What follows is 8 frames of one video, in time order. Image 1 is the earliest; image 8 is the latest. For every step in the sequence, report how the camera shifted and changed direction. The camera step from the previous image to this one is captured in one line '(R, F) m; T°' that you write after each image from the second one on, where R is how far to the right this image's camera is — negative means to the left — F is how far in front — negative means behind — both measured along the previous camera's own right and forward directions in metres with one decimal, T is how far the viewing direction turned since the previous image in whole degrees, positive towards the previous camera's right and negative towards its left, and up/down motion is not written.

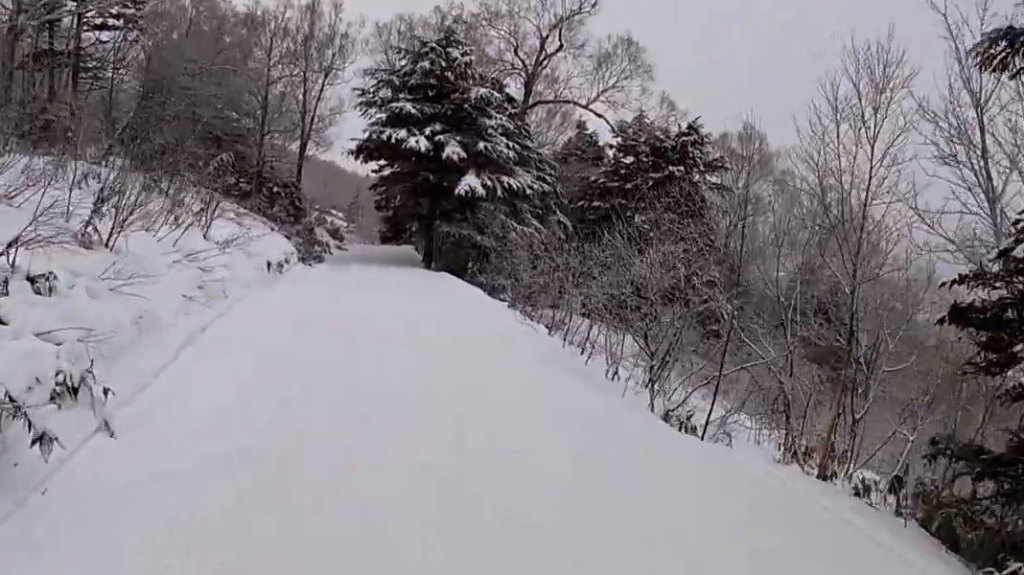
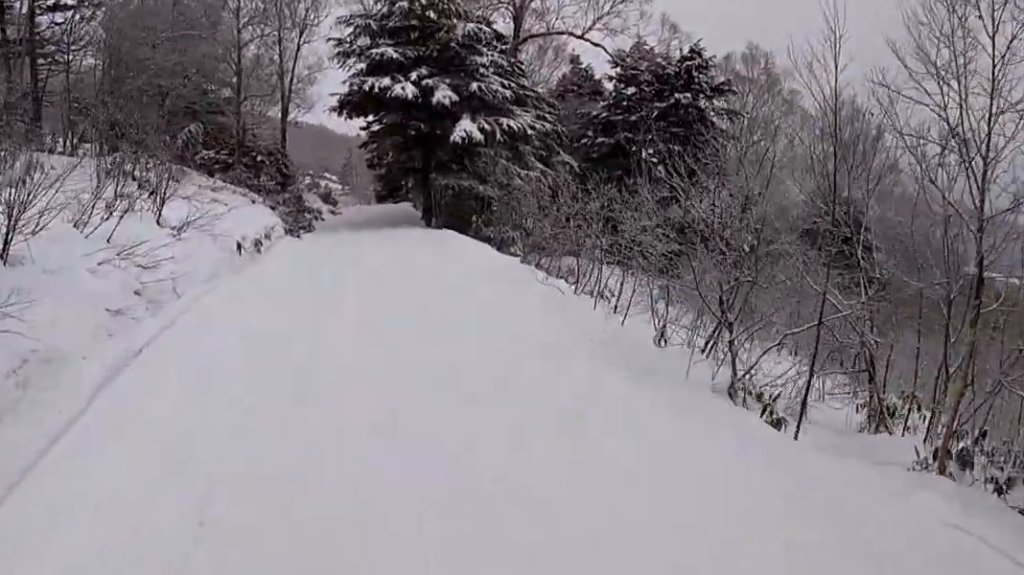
(+0.6, +2.1) m; +5°
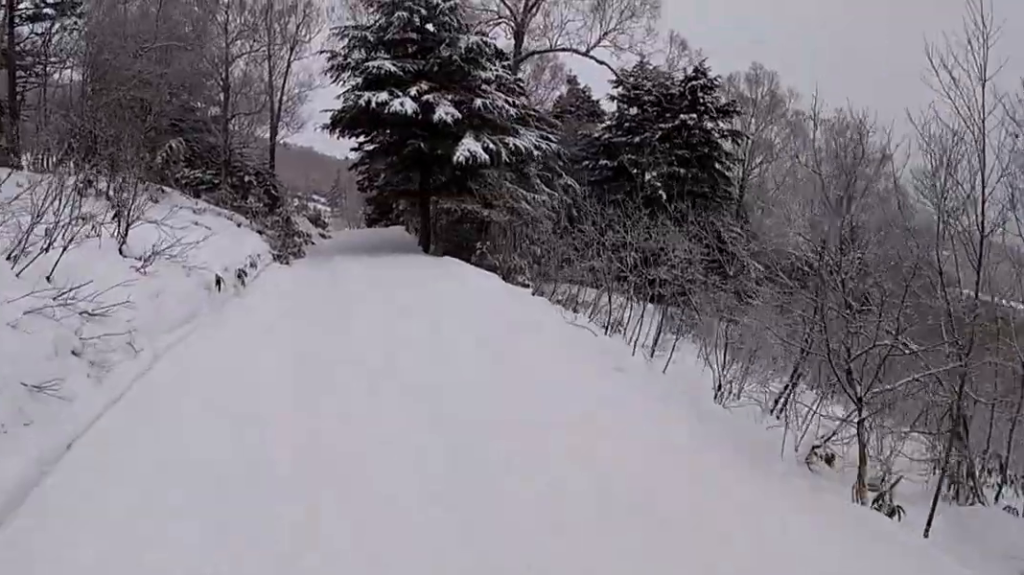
(+0.3, +1.9) m; +3°
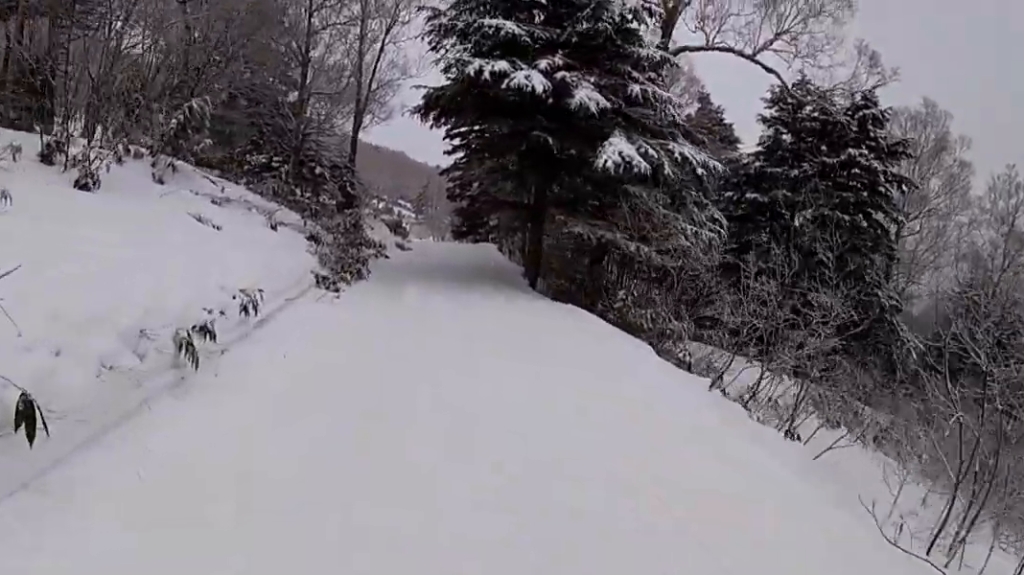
(-1.0, +6.5) m; -10°
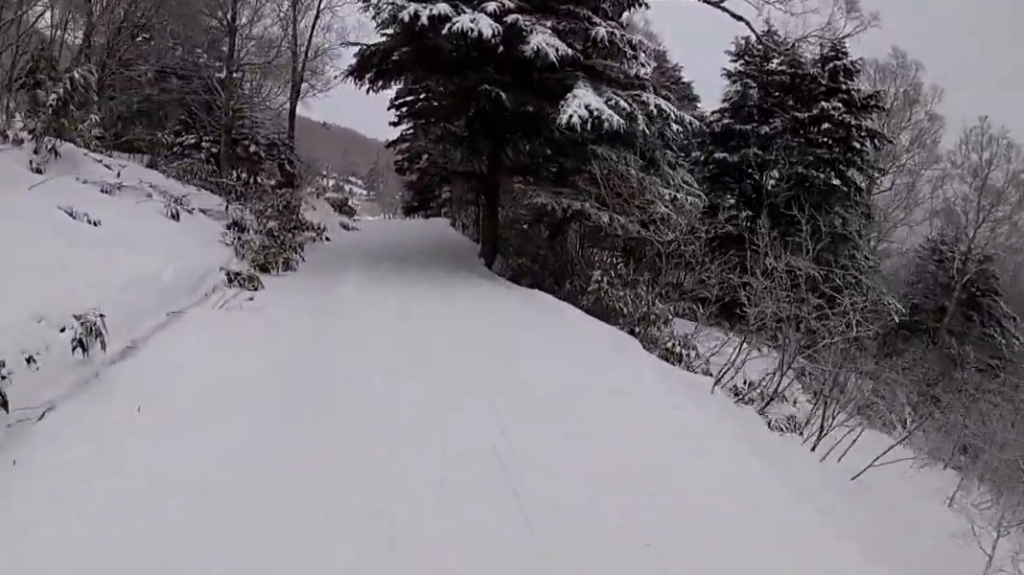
(0.0, +2.2) m; -1°
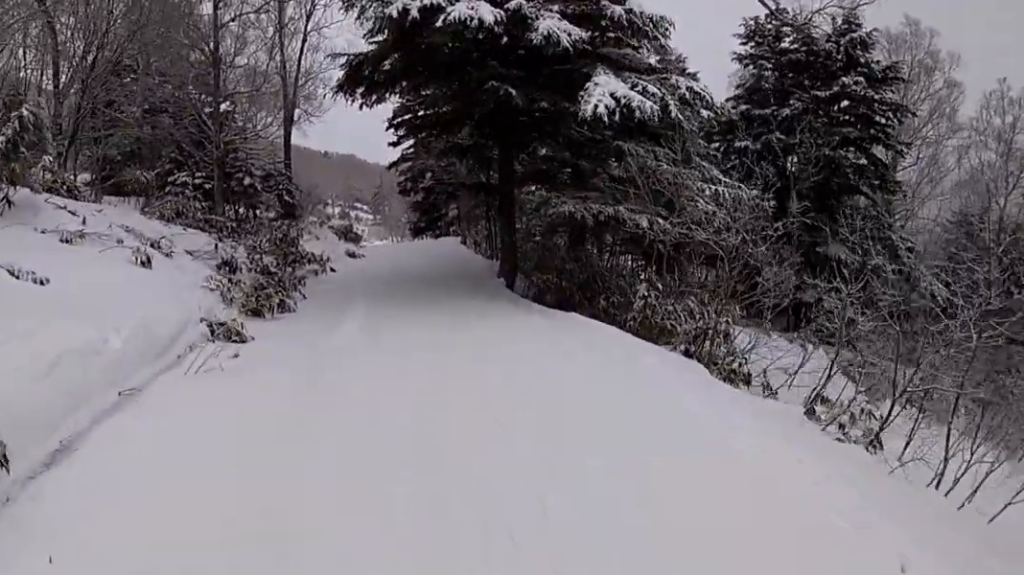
(0.0, +1.7) m; 0°
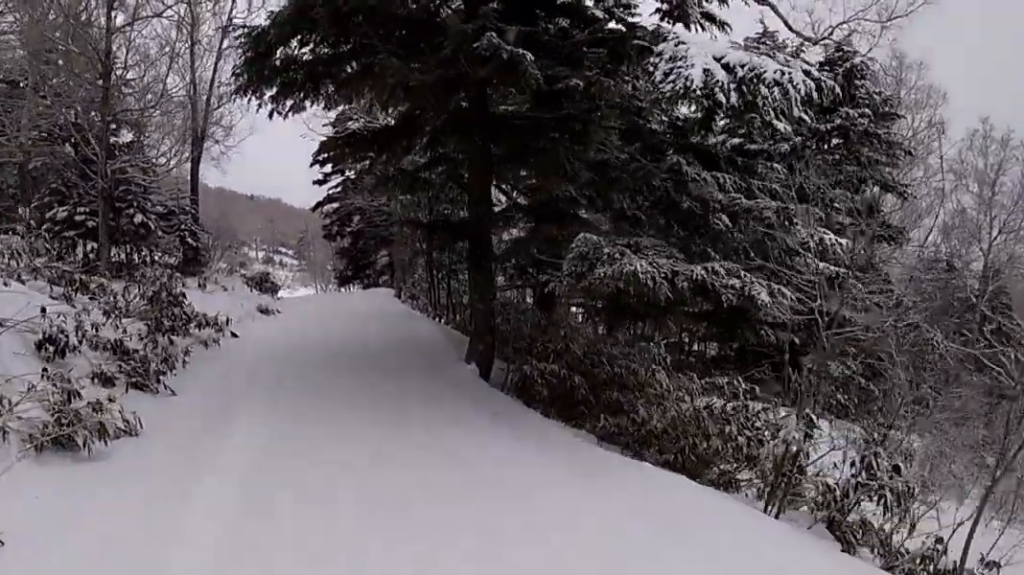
(0.0, +5.3) m; 0°
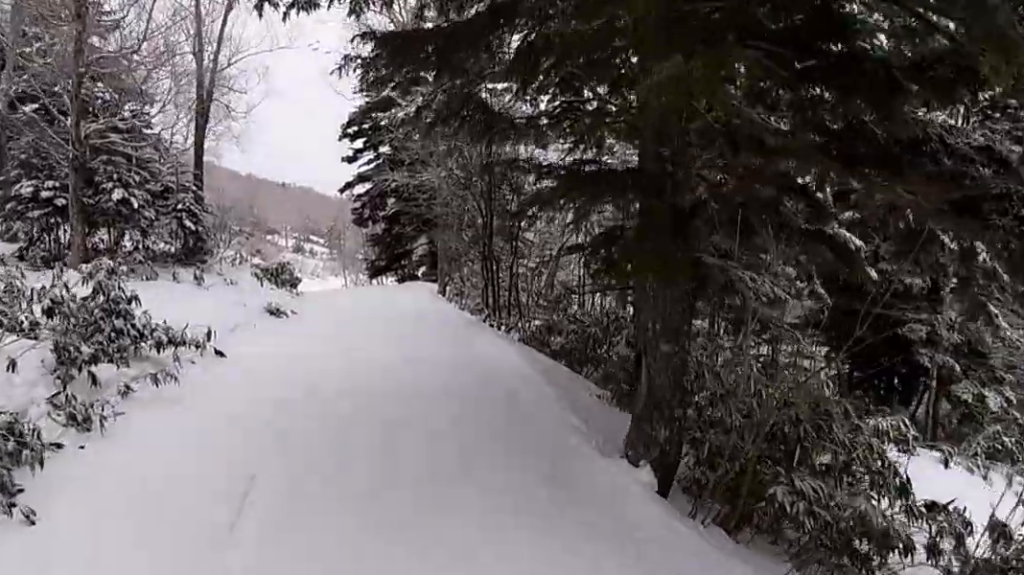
(0.0, +5.9) m; 0°
